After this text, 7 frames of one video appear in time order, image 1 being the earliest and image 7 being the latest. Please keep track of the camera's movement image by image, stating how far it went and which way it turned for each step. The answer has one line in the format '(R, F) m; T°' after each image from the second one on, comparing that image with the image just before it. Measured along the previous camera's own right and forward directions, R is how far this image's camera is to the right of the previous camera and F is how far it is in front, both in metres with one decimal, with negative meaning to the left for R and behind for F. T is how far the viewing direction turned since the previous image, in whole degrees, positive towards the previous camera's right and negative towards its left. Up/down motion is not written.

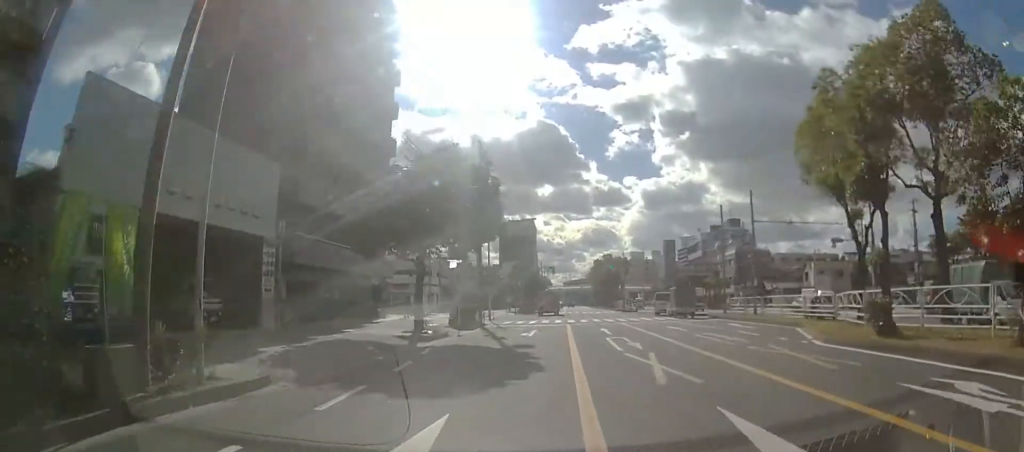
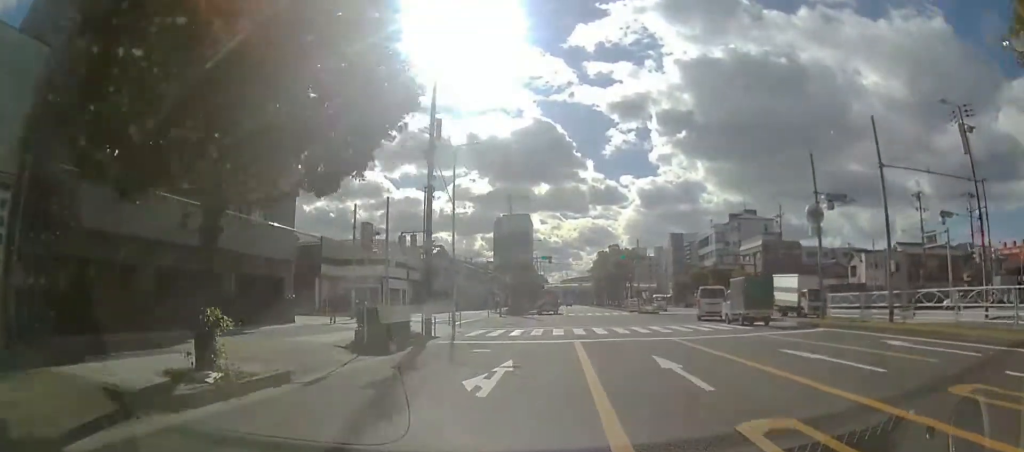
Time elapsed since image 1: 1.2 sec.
(-0.2, +14.2) m; 0°
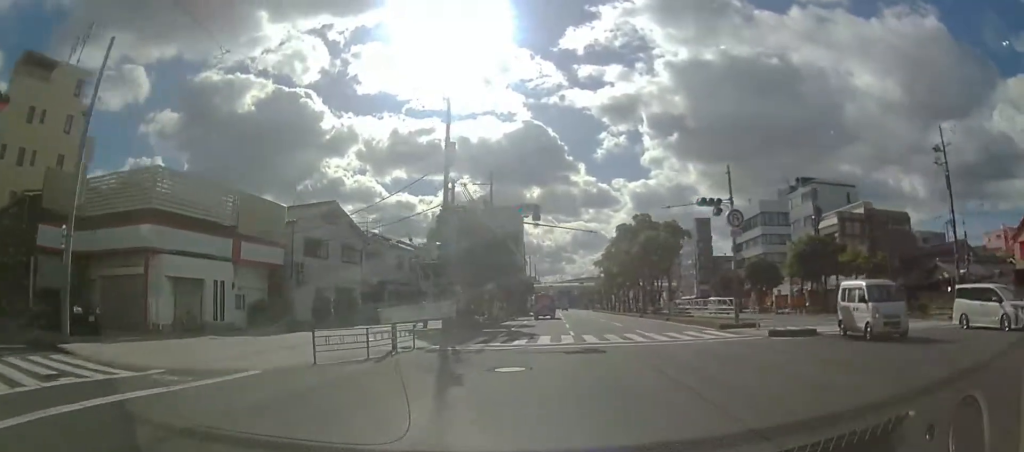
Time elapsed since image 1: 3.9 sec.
(+0.4, +31.4) m; +1°
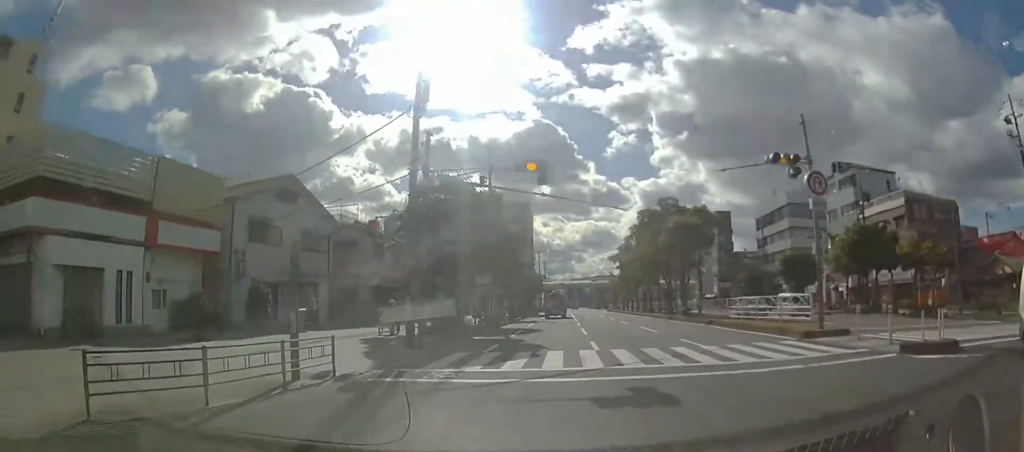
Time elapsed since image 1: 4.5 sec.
(-0.1, +7.1) m; +1°
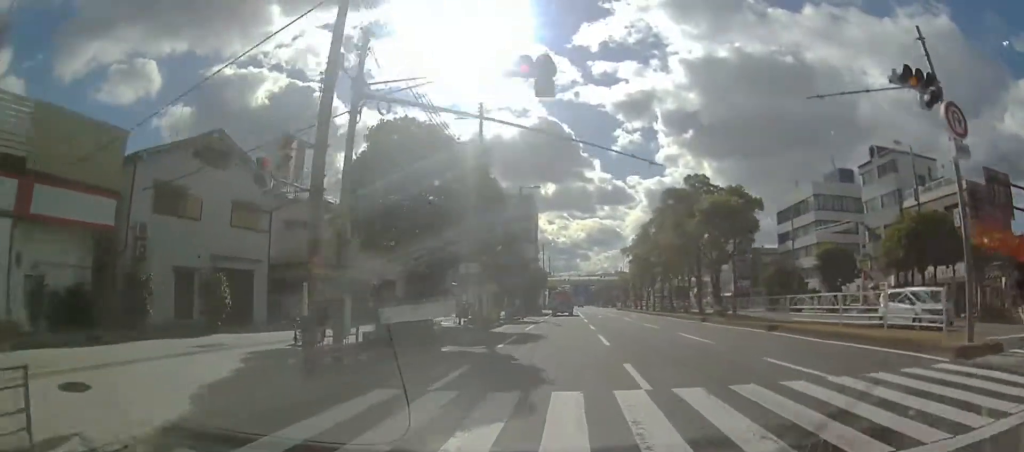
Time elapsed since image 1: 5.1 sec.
(+0.2, +7.3) m; 0°
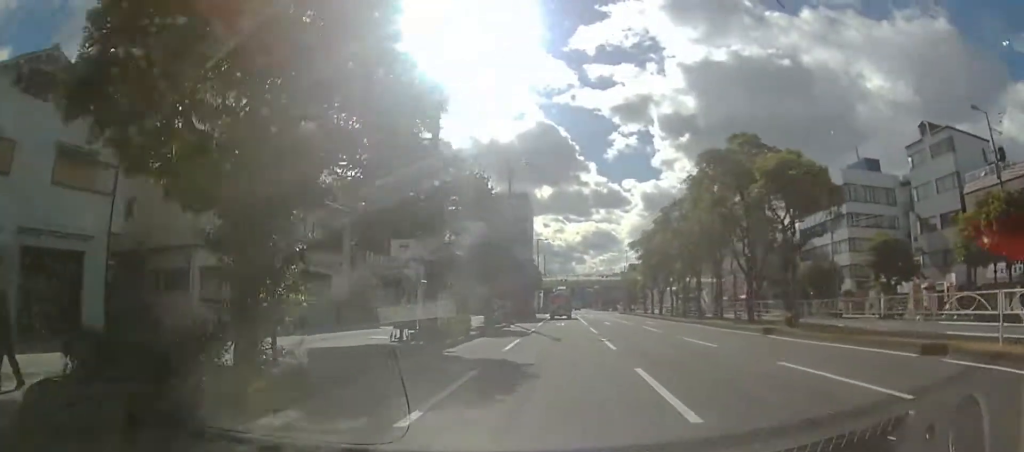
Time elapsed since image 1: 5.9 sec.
(0.0, +9.9) m; 0°
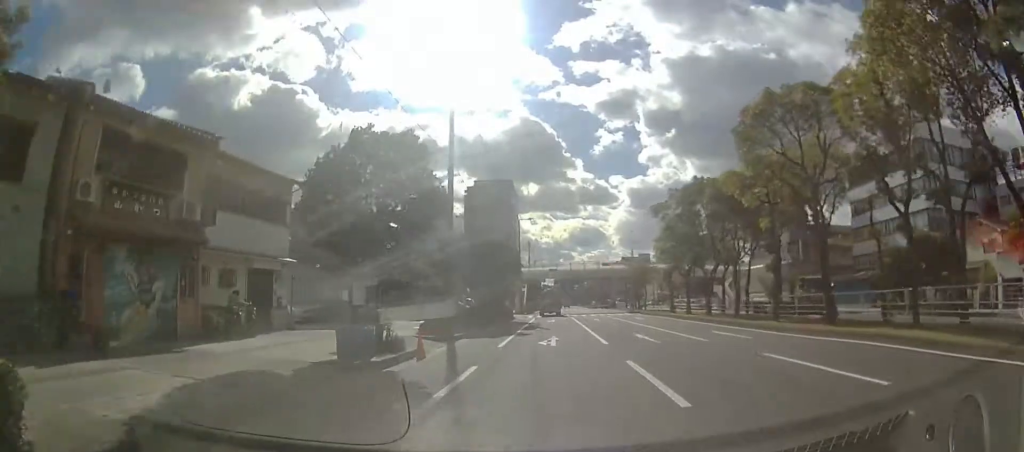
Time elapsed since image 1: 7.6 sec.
(-0.3, +19.8) m; 0°
